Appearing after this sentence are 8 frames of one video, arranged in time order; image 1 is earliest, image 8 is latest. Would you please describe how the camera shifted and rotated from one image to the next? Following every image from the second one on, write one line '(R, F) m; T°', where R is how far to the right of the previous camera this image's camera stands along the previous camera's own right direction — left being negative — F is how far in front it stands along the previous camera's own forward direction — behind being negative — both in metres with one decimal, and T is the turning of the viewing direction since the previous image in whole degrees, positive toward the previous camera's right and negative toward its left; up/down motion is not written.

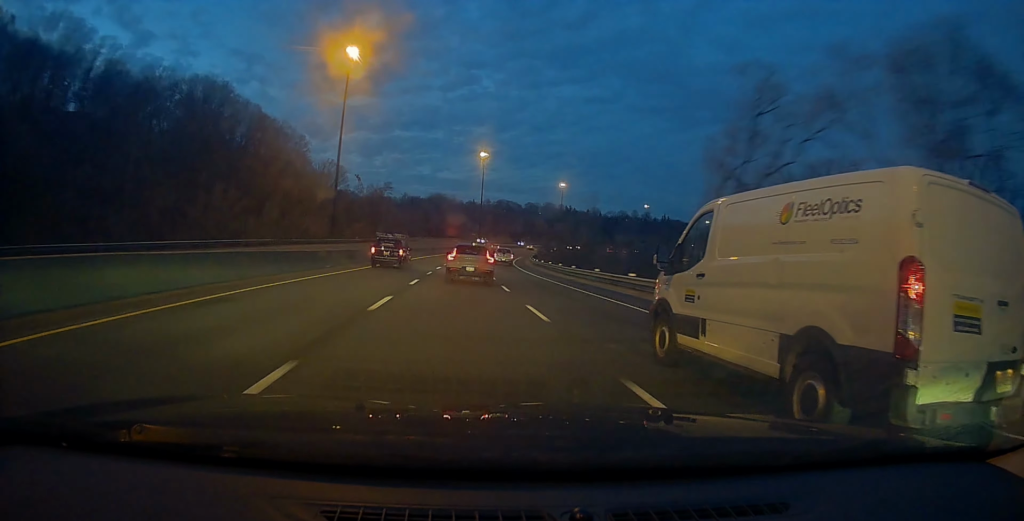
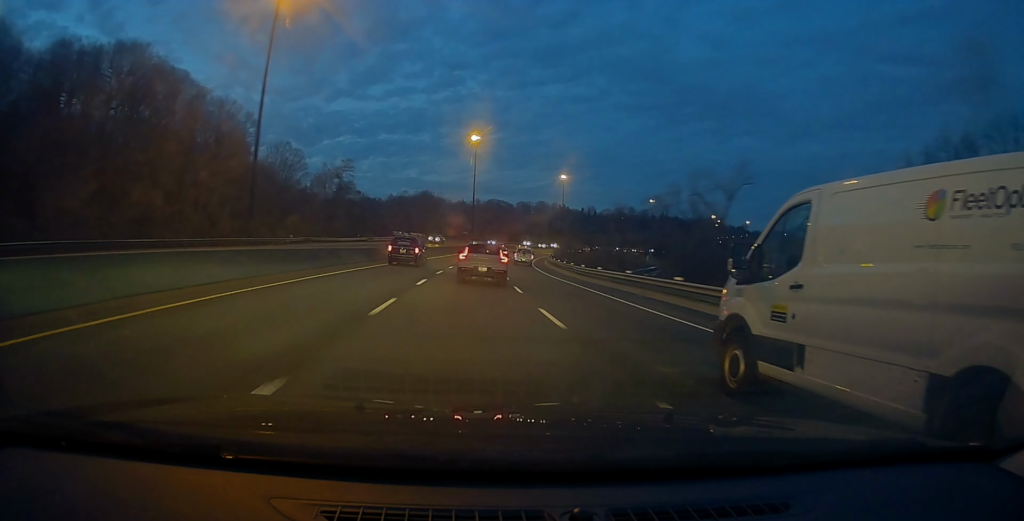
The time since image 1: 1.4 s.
(+0.9, +37.3) m; +2°
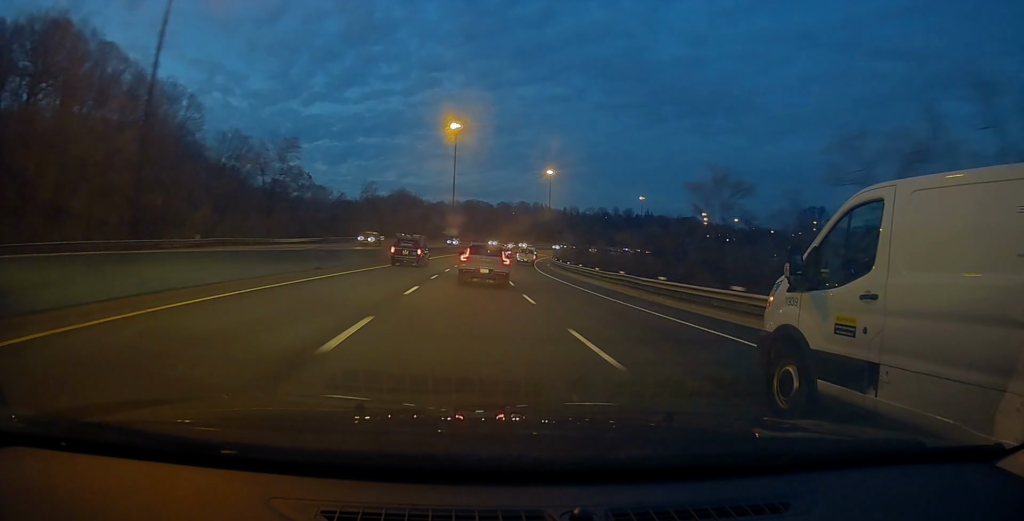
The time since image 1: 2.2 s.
(+0.1, +21.6) m; +1°
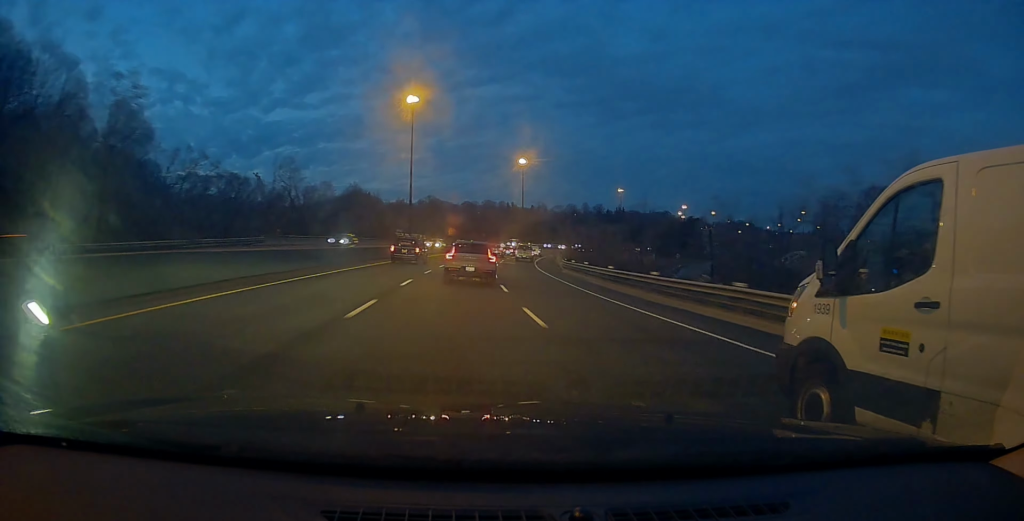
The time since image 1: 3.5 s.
(+0.9, +32.1) m; +4°
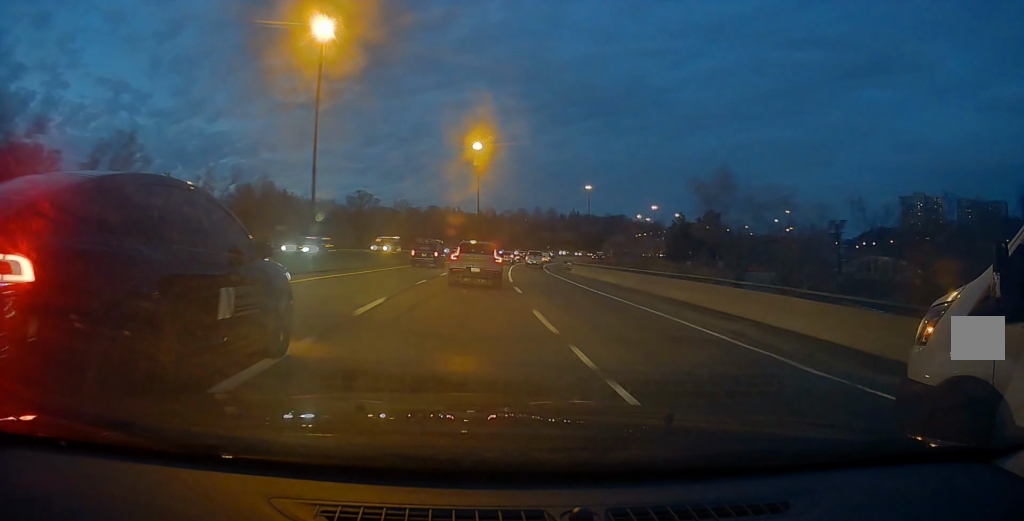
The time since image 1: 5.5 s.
(+1.9, +50.0) m; +4°
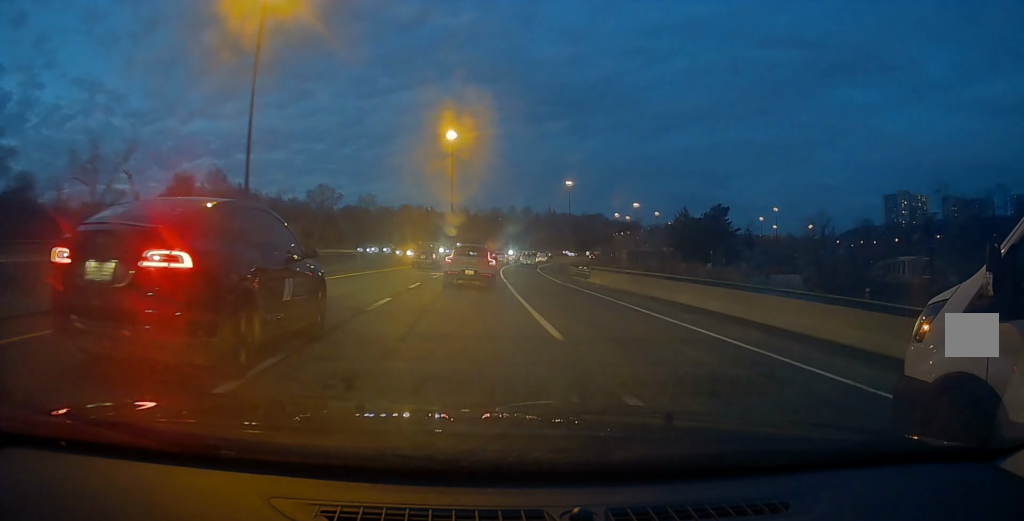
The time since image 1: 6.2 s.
(+0.3, +17.8) m; +2°
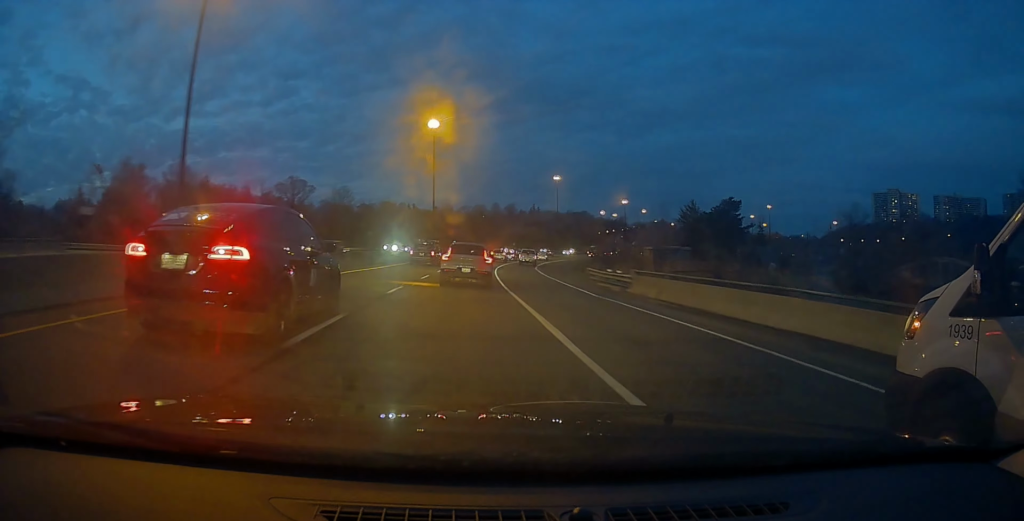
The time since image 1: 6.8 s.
(+0.2, +12.7) m; +2°
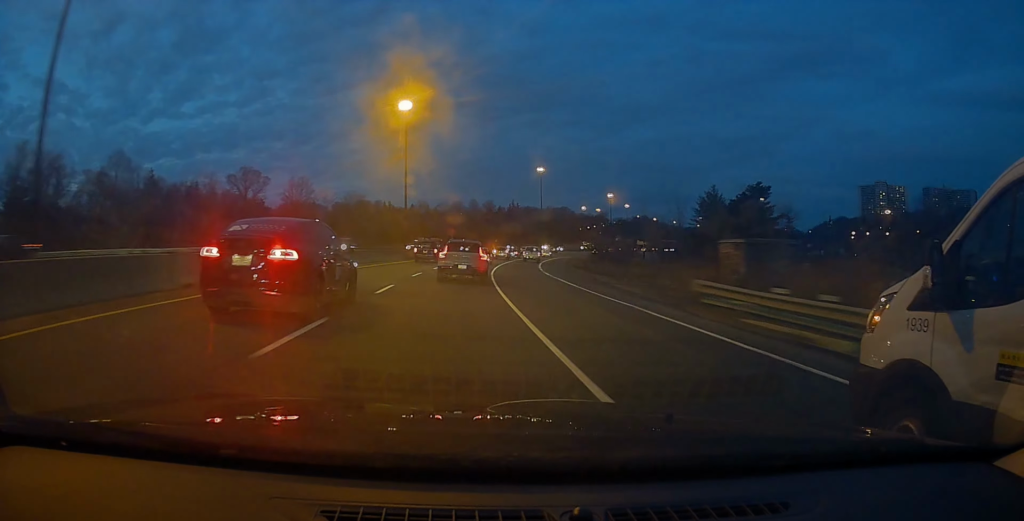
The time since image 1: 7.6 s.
(+0.6, +18.9) m; +3°
